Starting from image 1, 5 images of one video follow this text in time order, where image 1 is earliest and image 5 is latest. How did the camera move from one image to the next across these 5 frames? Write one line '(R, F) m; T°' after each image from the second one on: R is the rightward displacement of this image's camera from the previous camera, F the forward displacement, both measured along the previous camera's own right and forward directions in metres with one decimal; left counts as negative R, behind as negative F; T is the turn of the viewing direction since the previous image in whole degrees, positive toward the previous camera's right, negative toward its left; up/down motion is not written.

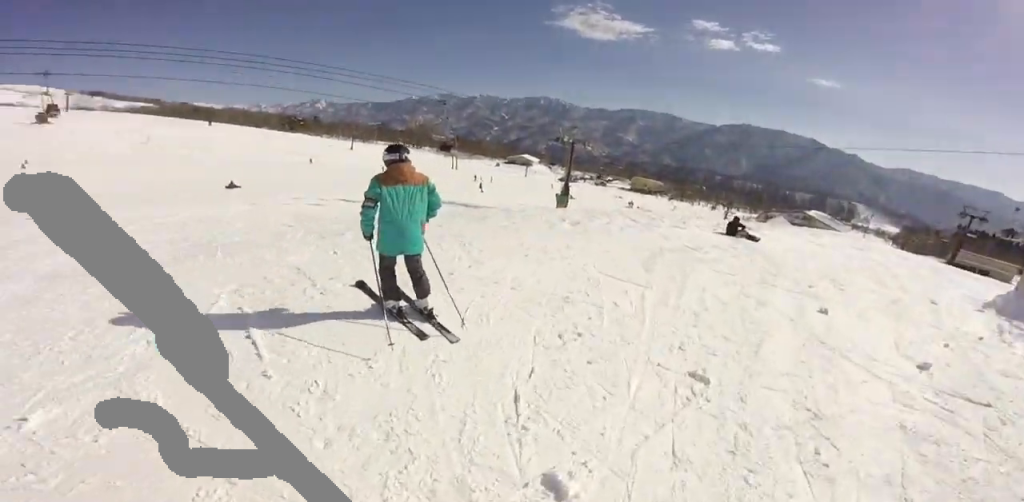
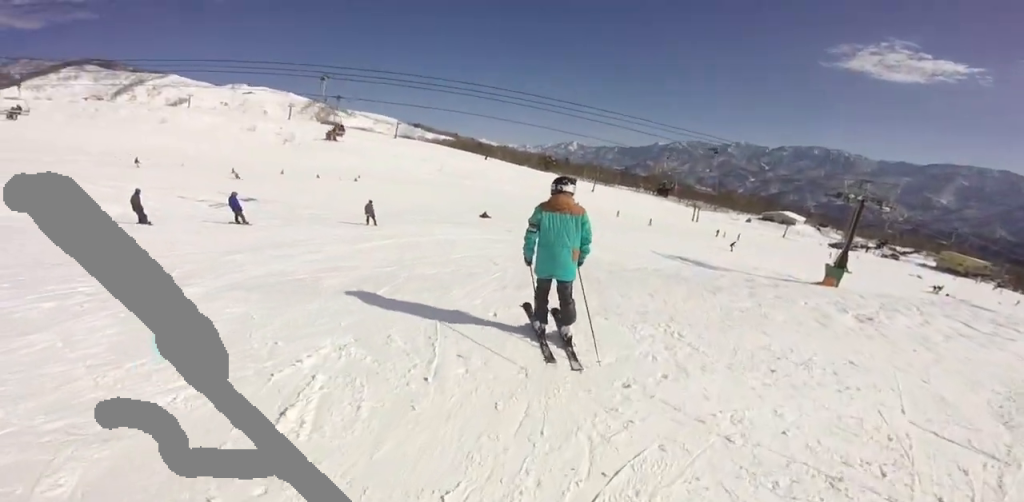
(-0.2, +2.1) m; -9°
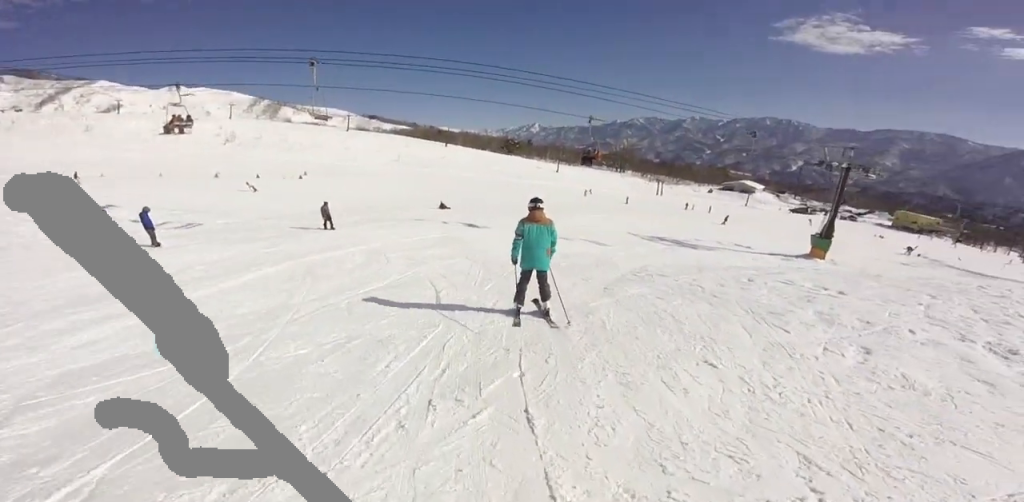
(-0.1, +4.9) m; +3°
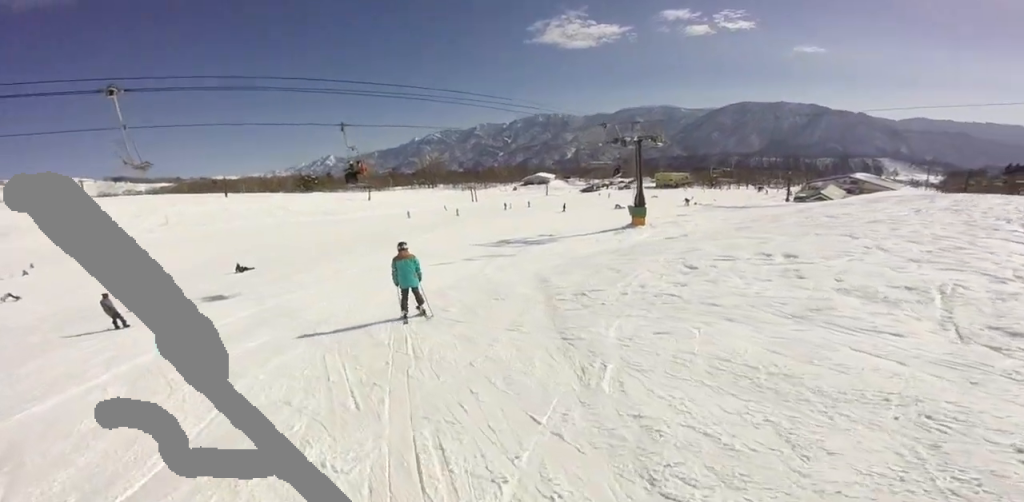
(-0.5, +4.9) m; +3°
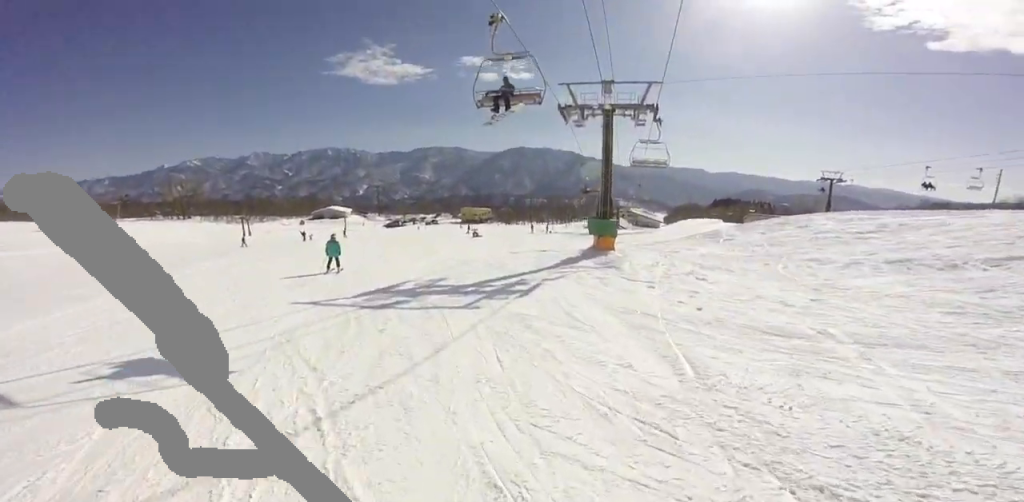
(+6.9, +20.7) m; +26°
